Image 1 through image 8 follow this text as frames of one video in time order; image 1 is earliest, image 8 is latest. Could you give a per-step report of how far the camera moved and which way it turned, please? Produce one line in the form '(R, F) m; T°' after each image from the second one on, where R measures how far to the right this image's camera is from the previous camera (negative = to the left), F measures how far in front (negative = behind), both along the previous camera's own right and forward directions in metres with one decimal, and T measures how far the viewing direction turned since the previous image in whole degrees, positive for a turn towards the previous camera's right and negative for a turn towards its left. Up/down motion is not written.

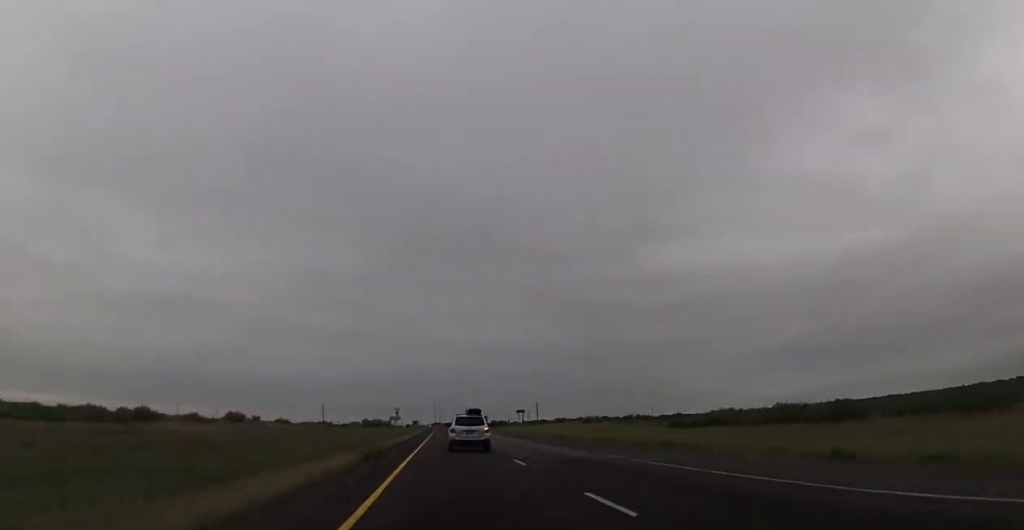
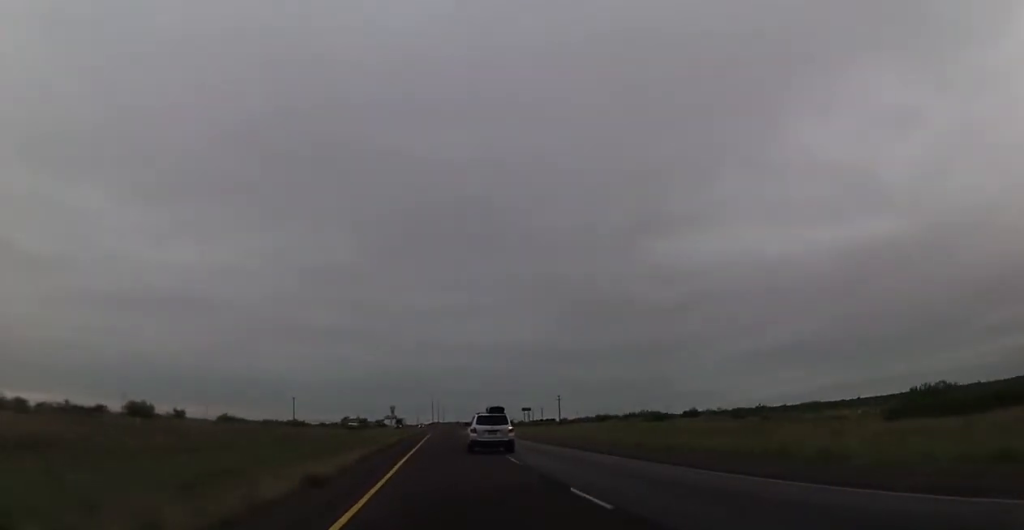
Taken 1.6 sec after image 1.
(0.0, +59.4) m; 0°
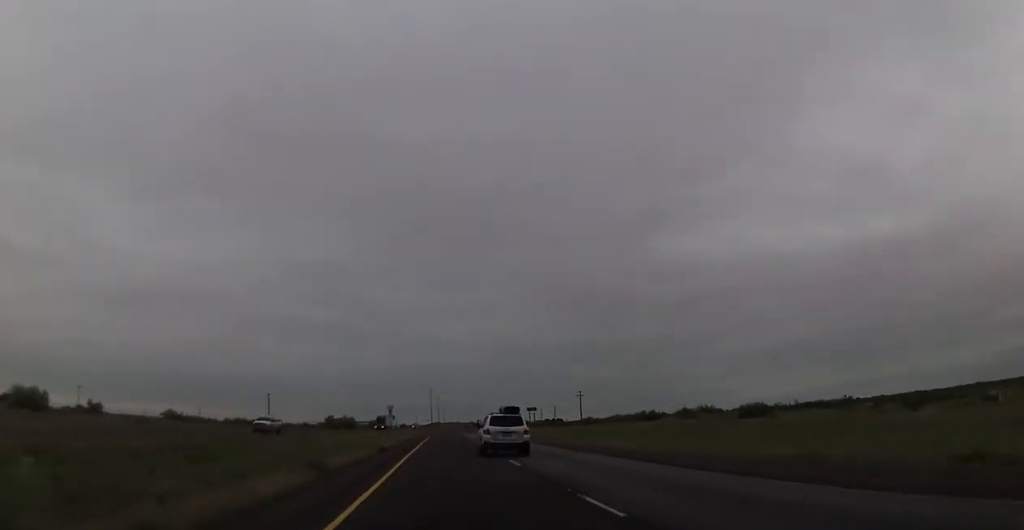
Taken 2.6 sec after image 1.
(-0.1, +37.2) m; 0°
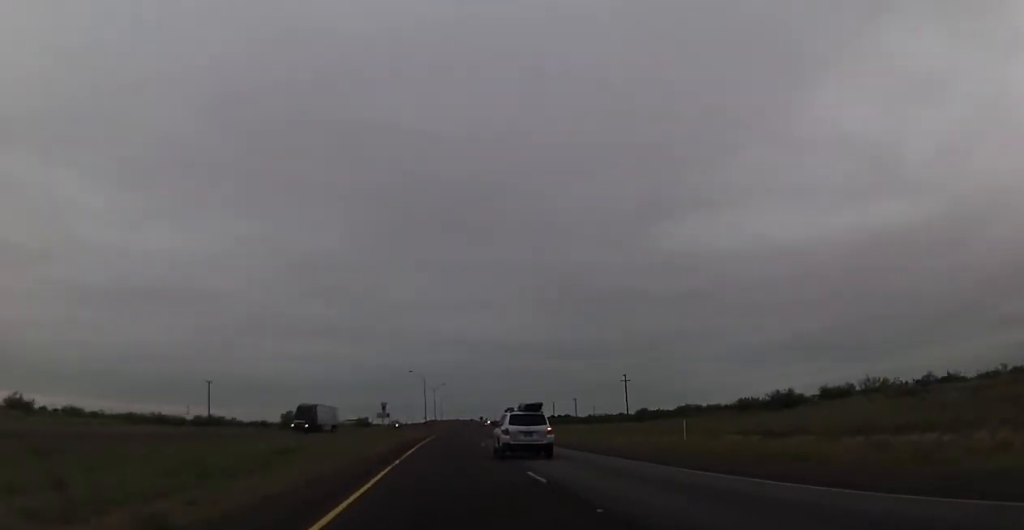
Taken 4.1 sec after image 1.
(+0.4, +54.4) m; +1°
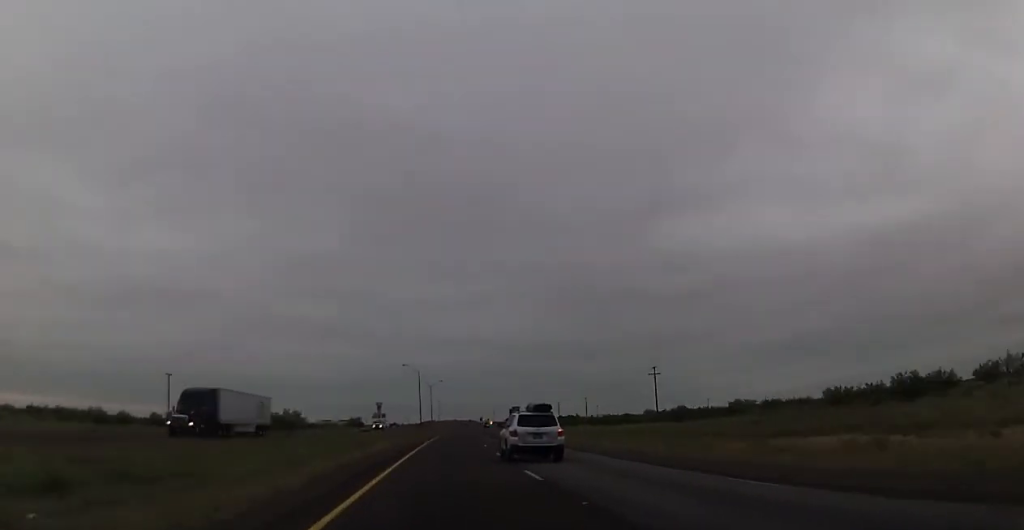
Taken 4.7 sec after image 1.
(0.0, +23.5) m; 0°
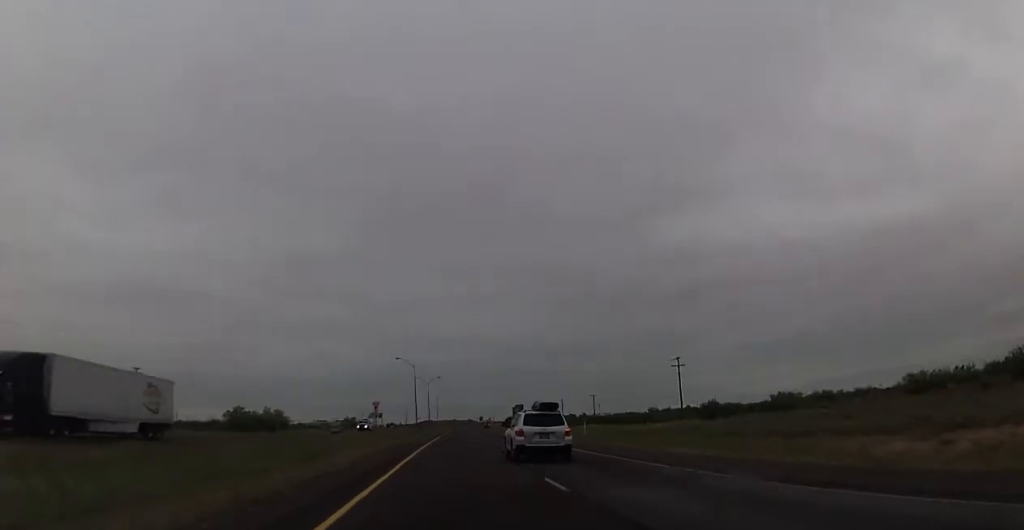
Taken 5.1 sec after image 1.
(0.0, +14.9) m; 0°
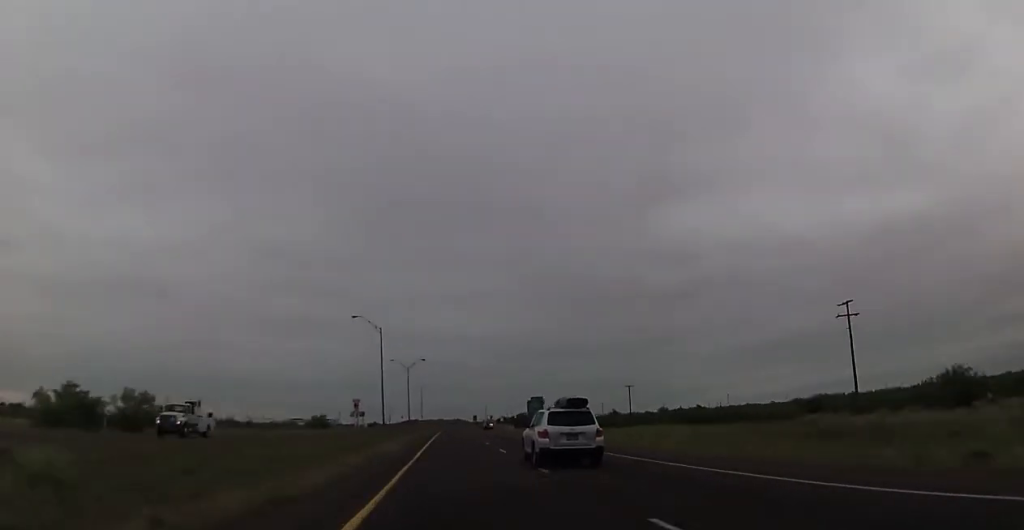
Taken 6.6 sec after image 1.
(0.0, +55.7) m; 0°
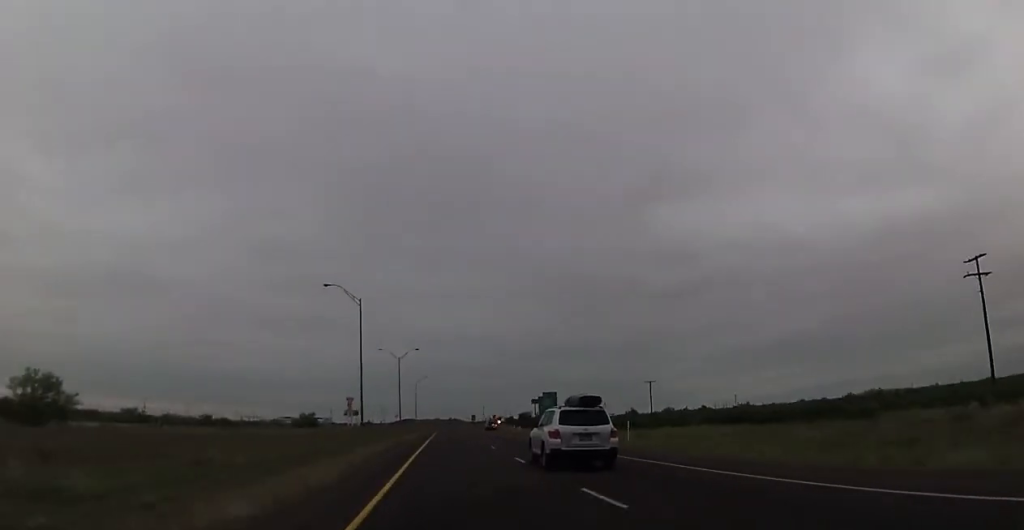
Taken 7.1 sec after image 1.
(-0.1, +19.8) m; 0°
